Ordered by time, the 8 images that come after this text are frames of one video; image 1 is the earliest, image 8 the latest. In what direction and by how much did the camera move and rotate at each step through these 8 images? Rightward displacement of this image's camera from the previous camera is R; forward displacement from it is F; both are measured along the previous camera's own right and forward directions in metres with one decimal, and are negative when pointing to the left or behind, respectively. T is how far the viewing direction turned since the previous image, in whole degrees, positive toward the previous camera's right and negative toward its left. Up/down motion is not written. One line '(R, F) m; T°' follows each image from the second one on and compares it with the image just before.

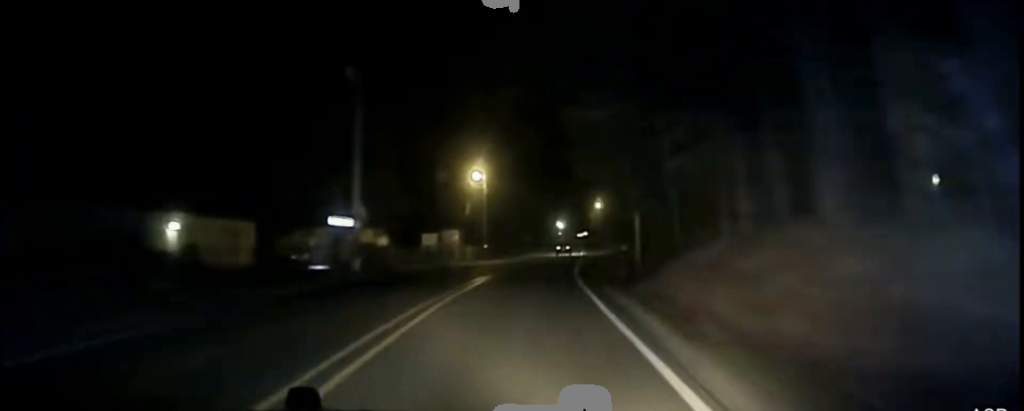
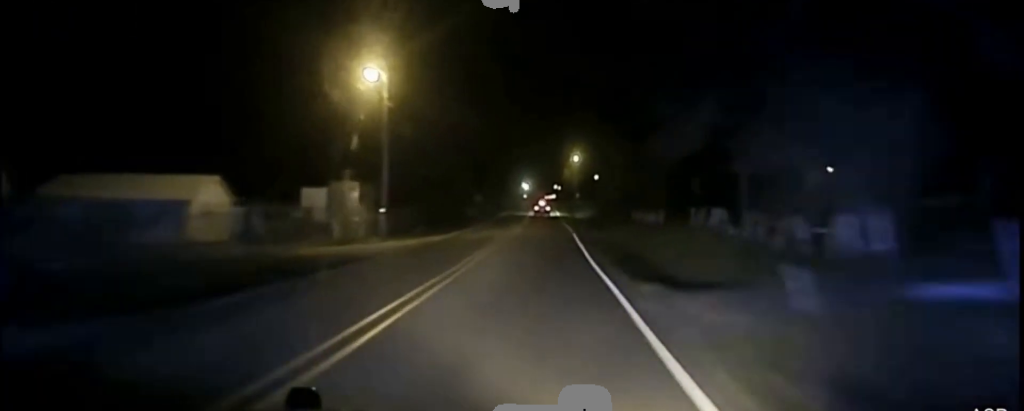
(+0.9, +49.4) m; +1°
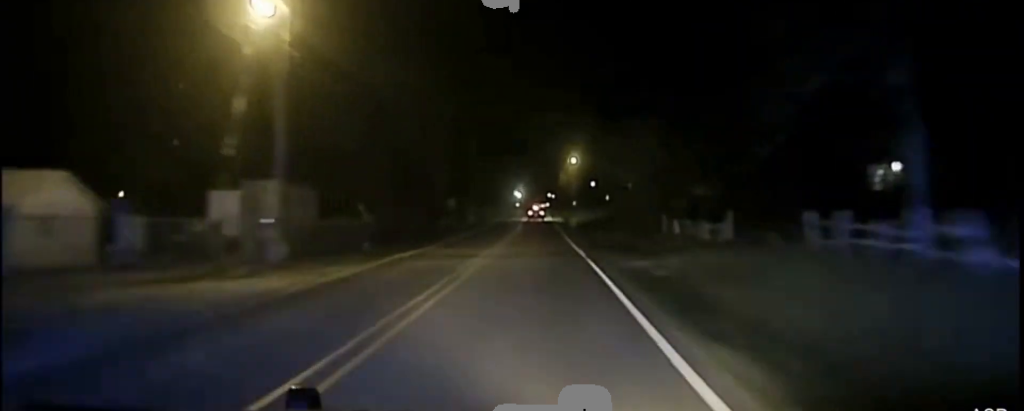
(0.0, +21.4) m; 0°
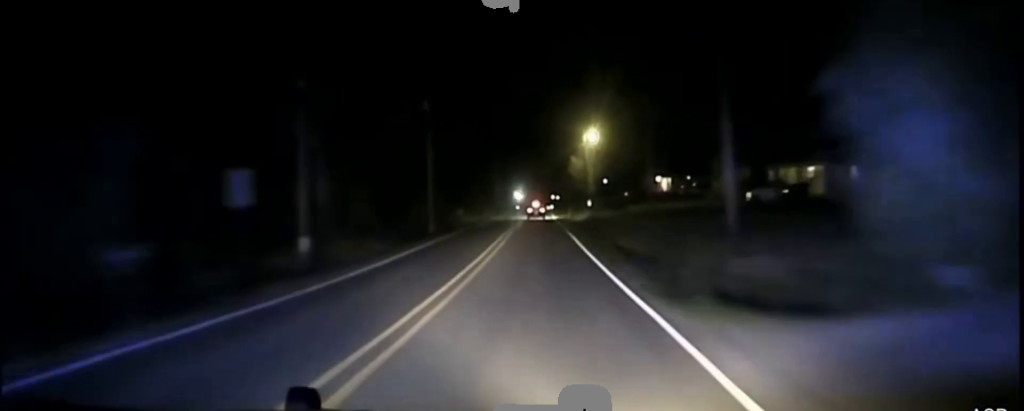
(+0.5, +49.9) m; +1°
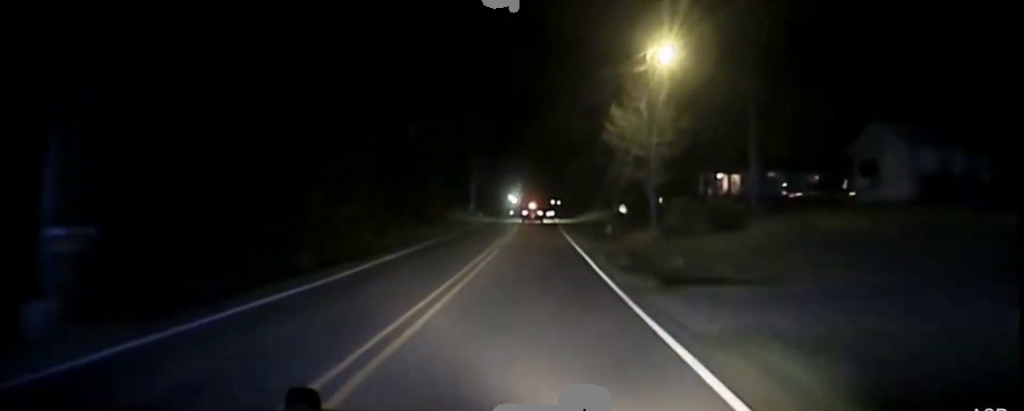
(+0.7, +56.2) m; +1°
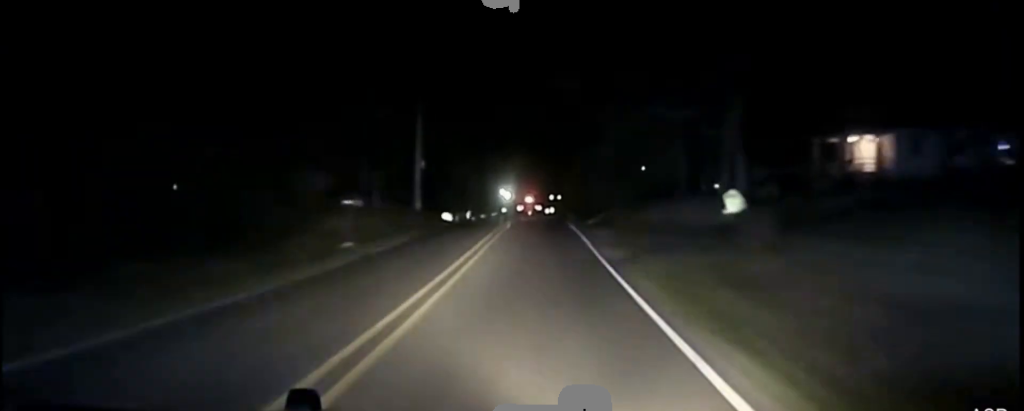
(-0.2, +48.8) m; 0°
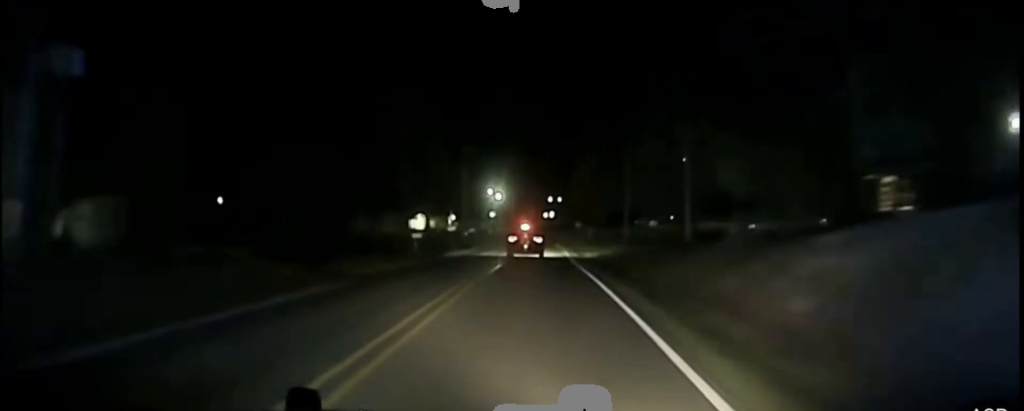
(0.0, +44.6) m; +1°
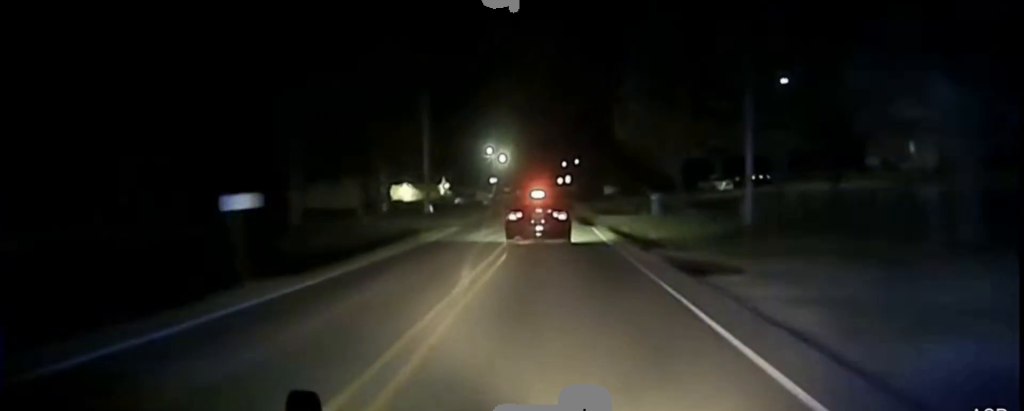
(+0.3, +43.3) m; 0°
